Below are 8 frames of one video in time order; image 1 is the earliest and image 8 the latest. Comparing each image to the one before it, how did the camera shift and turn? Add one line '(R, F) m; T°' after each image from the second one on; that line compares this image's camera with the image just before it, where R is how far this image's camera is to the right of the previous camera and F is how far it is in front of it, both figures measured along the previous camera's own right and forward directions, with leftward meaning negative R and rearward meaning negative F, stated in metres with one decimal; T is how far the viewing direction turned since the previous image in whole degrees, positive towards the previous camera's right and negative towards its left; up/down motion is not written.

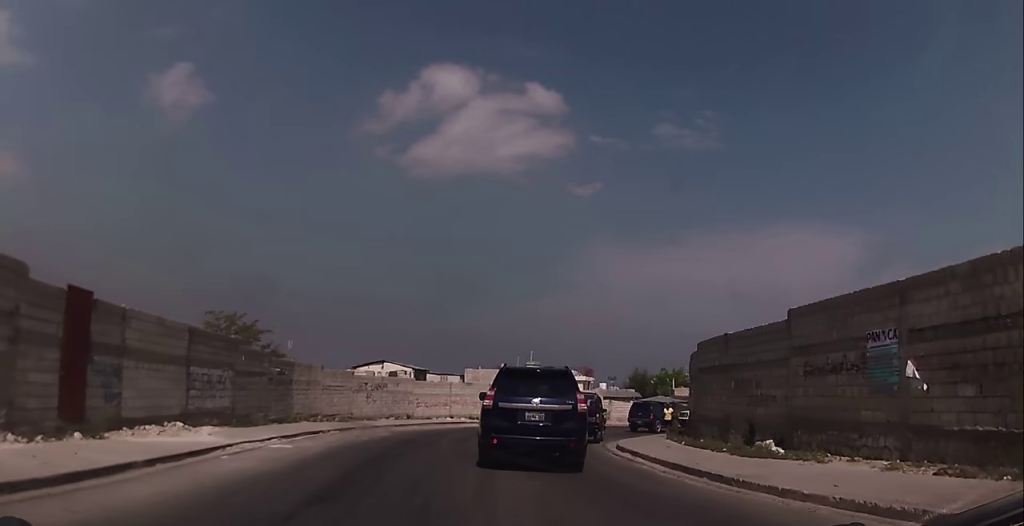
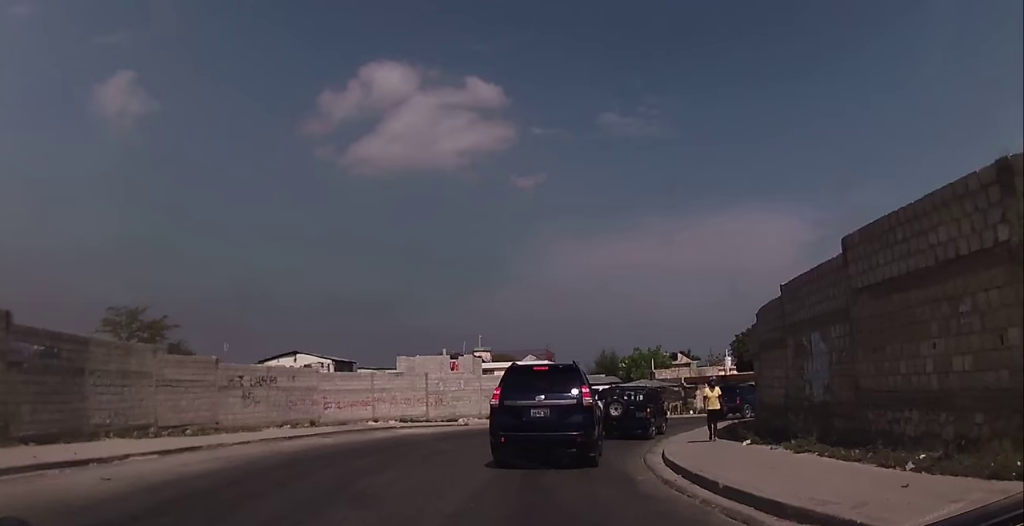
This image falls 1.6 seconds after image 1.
(-0.6, +12.4) m; +1°
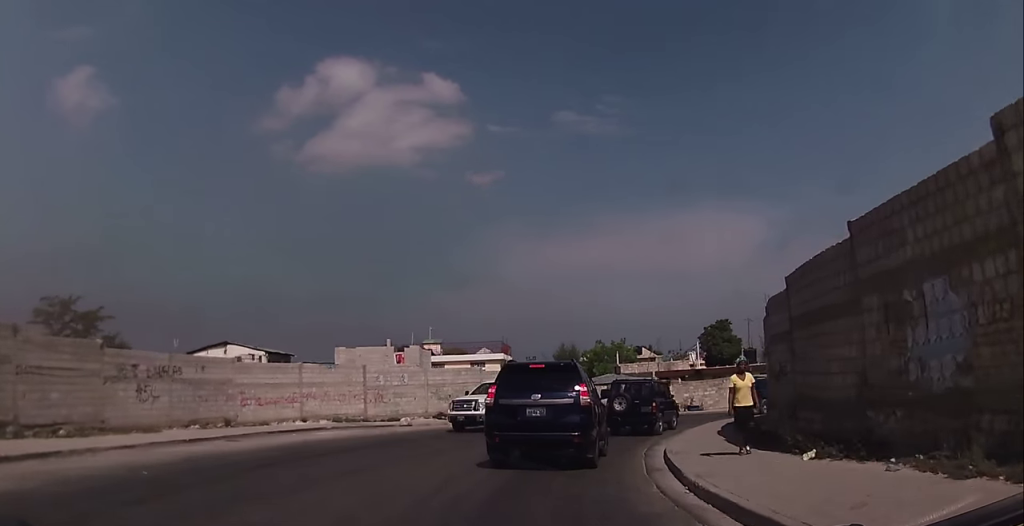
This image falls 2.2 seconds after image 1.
(+0.1, +5.0) m; +4°
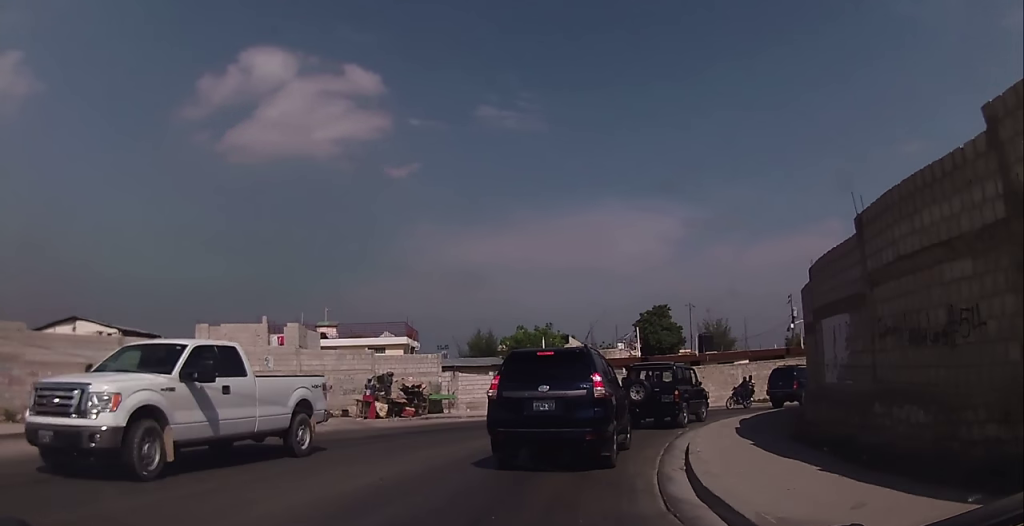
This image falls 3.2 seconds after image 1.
(+0.5, +8.7) m; +5°
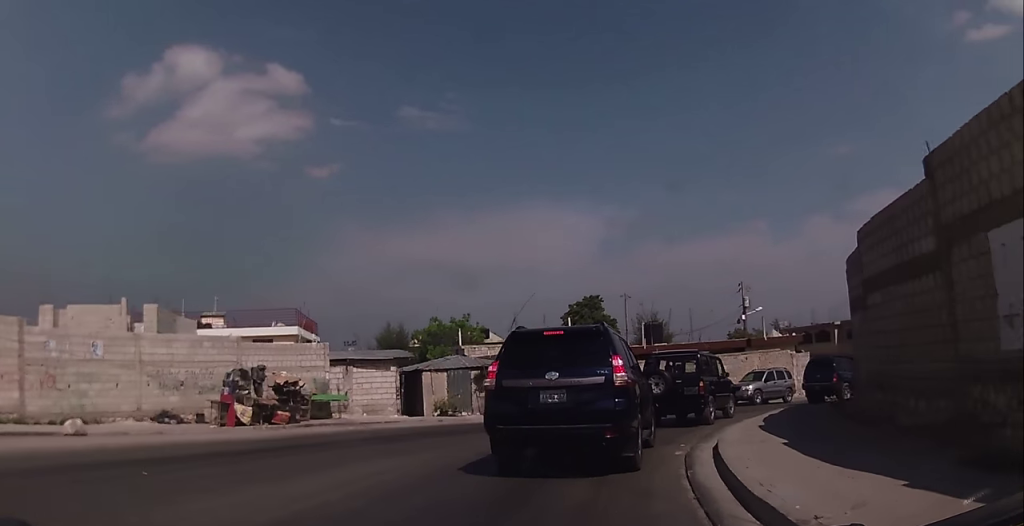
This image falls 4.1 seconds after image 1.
(+0.2, +7.0) m; +4°
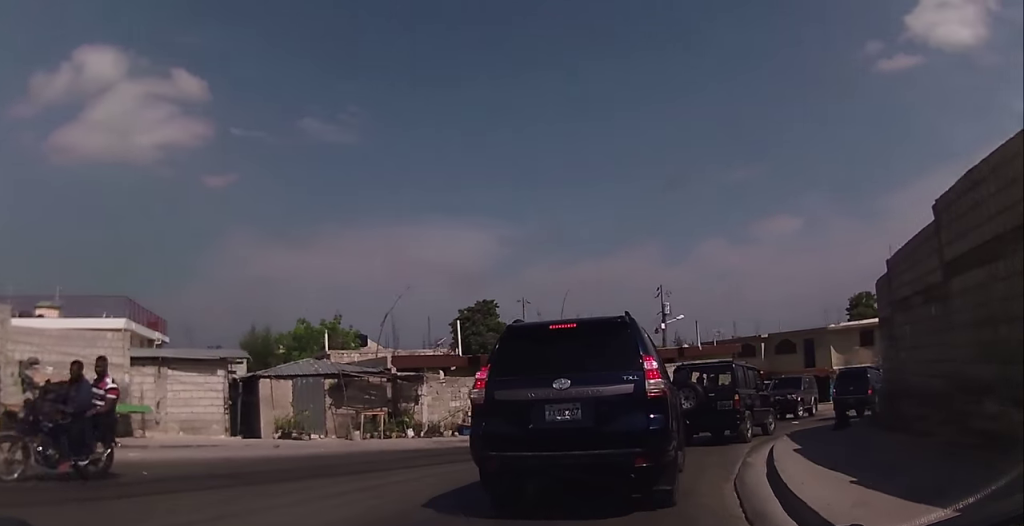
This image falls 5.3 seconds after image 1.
(+0.6, +7.8) m; +12°
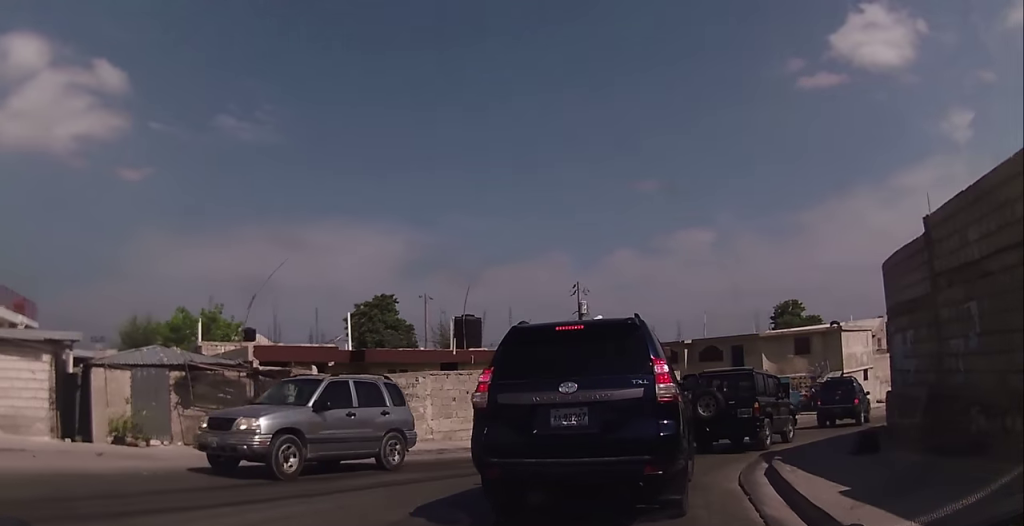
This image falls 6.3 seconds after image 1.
(+0.6, +4.9) m; +14°
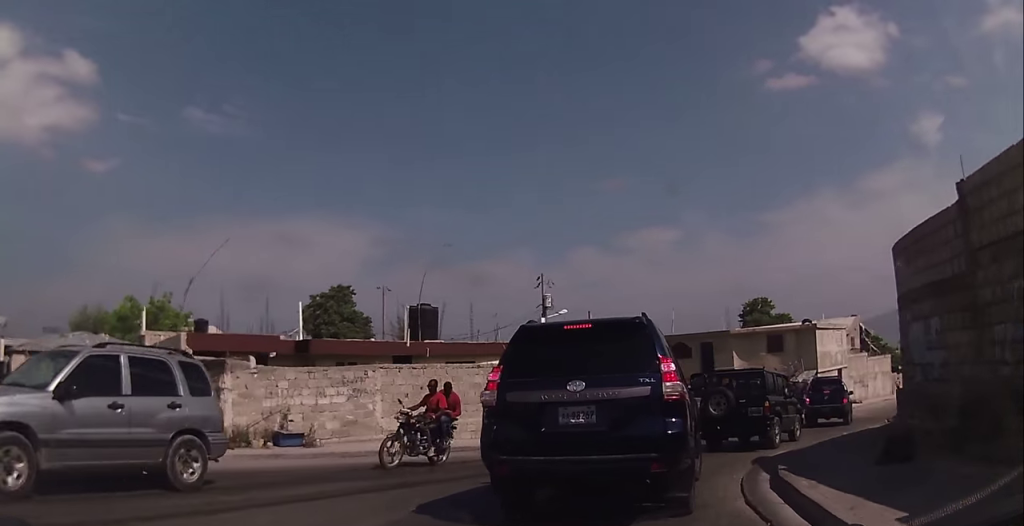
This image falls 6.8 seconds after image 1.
(+0.2, +1.7) m; +5°
